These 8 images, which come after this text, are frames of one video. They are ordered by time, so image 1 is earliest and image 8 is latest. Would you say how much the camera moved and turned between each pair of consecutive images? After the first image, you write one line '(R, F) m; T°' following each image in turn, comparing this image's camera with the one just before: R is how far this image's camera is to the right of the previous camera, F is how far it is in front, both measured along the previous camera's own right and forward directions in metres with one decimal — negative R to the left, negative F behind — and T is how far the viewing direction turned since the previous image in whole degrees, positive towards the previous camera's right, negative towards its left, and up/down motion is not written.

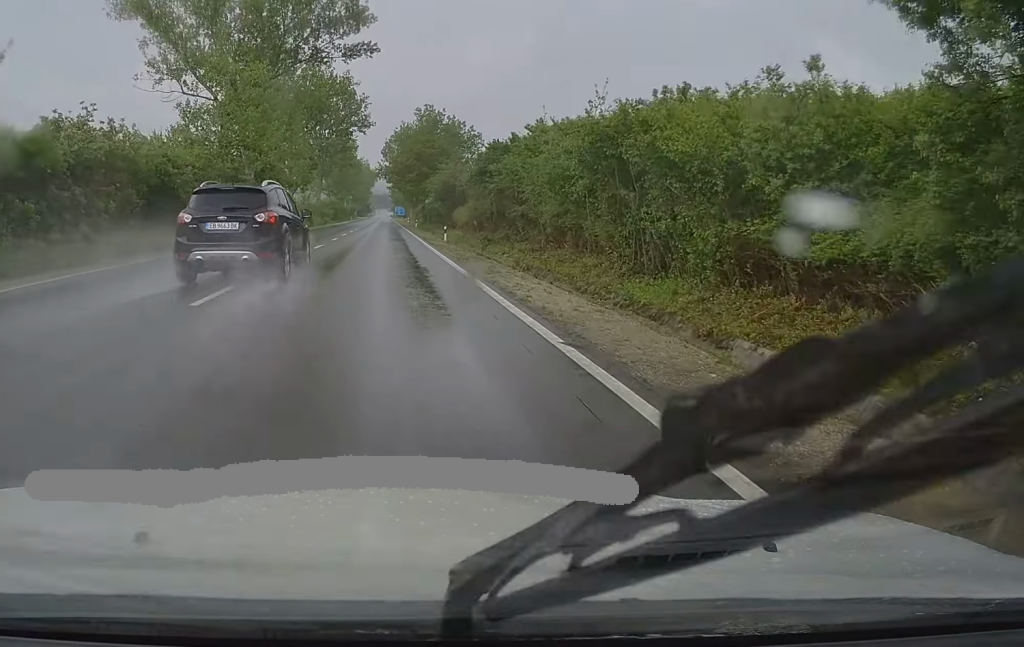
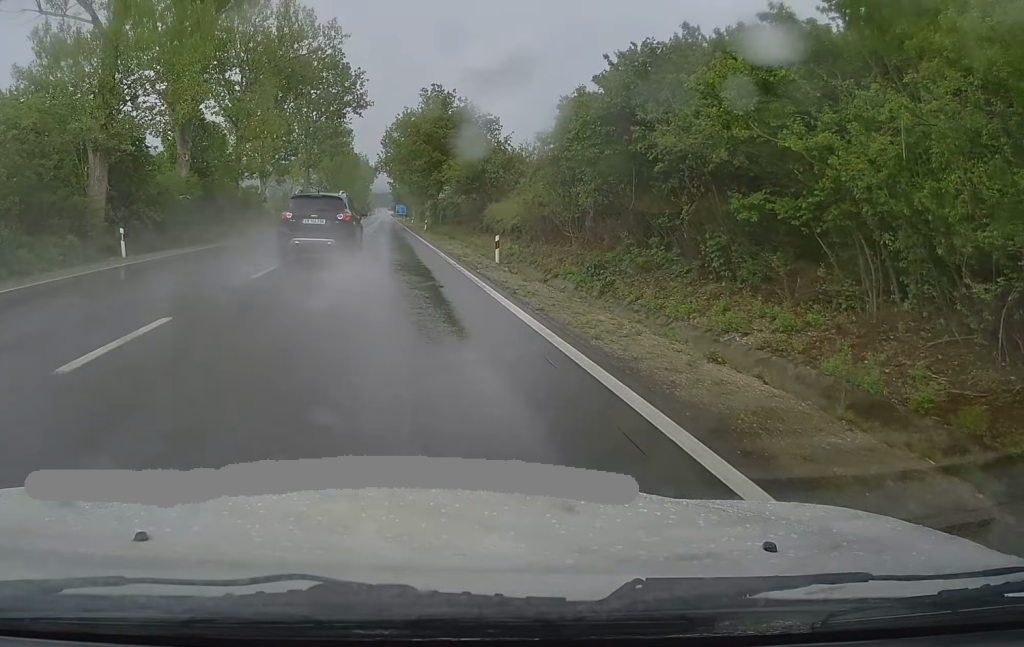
(+0.3, +22.2) m; +2°
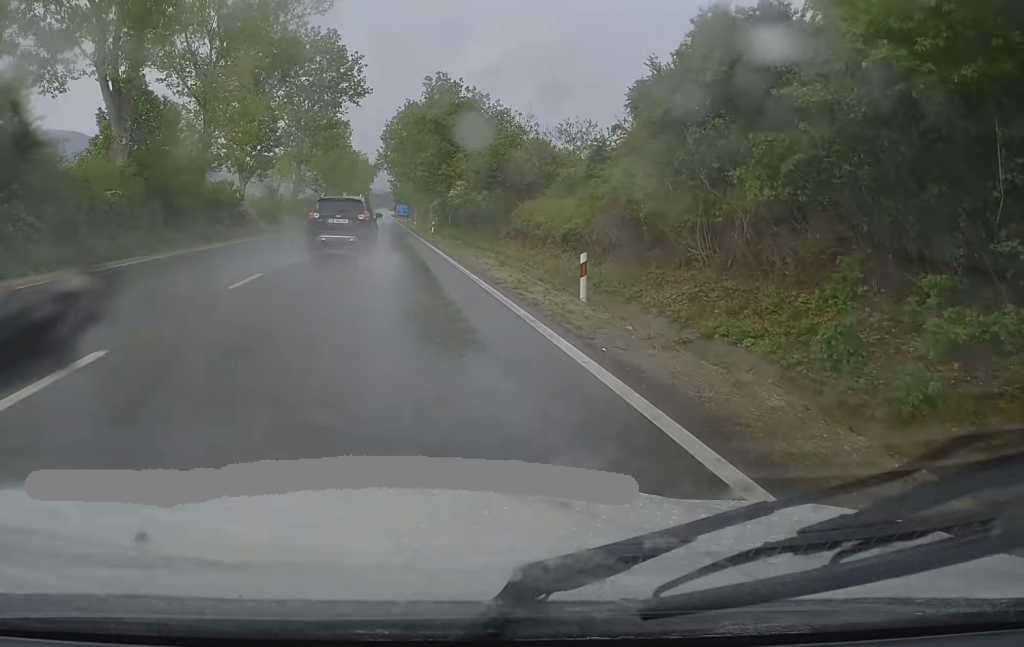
(+0.2, +11.2) m; 0°
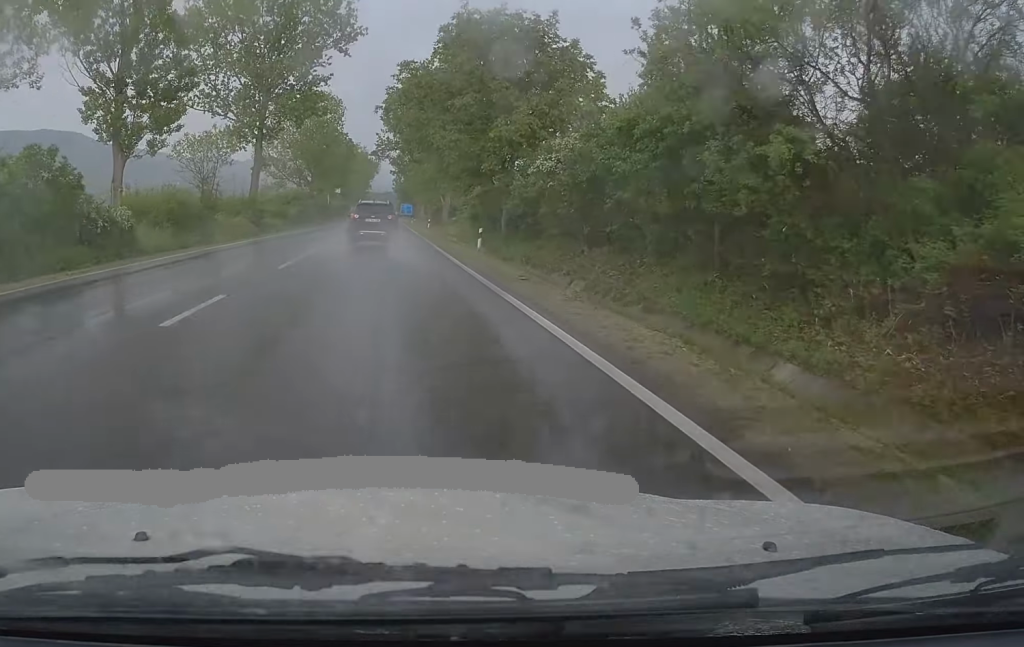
(-0.1, +31.1) m; -1°
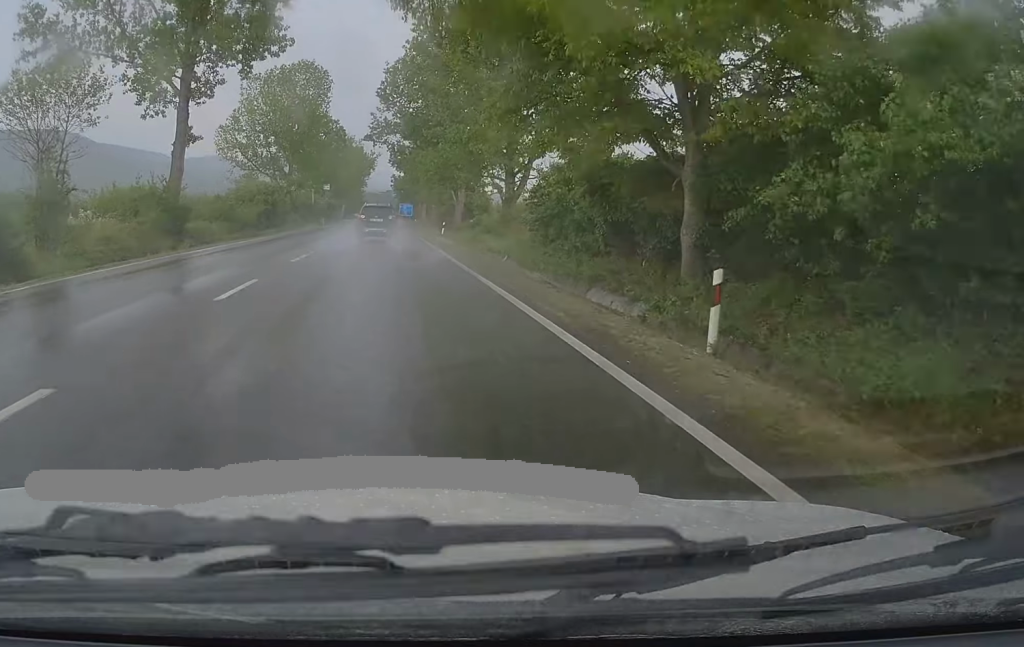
(-0.1, +24.2) m; 0°
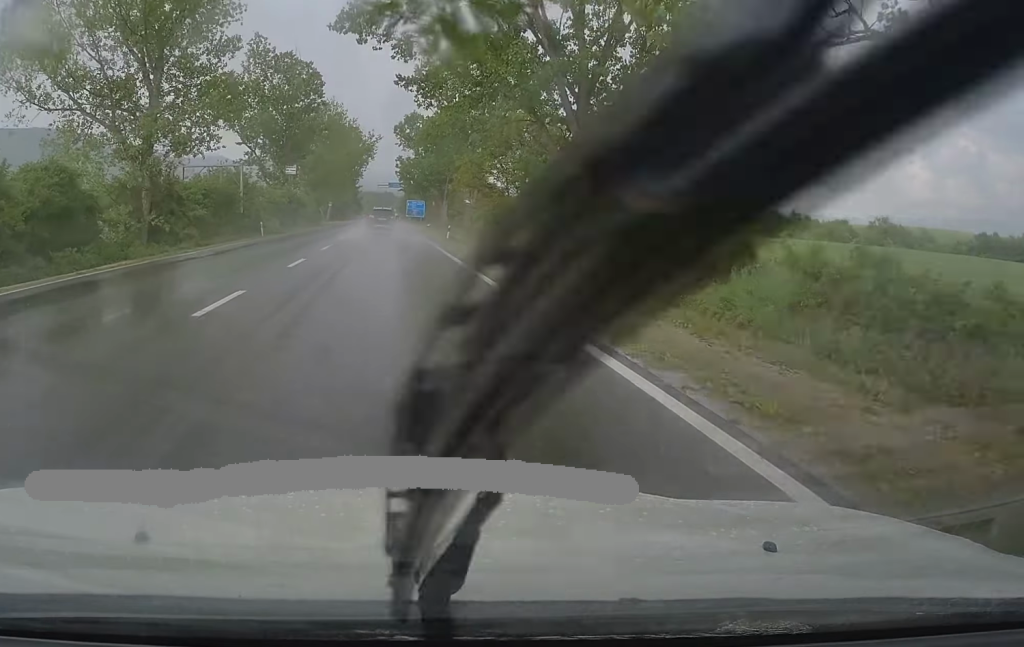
(+0.1, +55.4) m; 0°
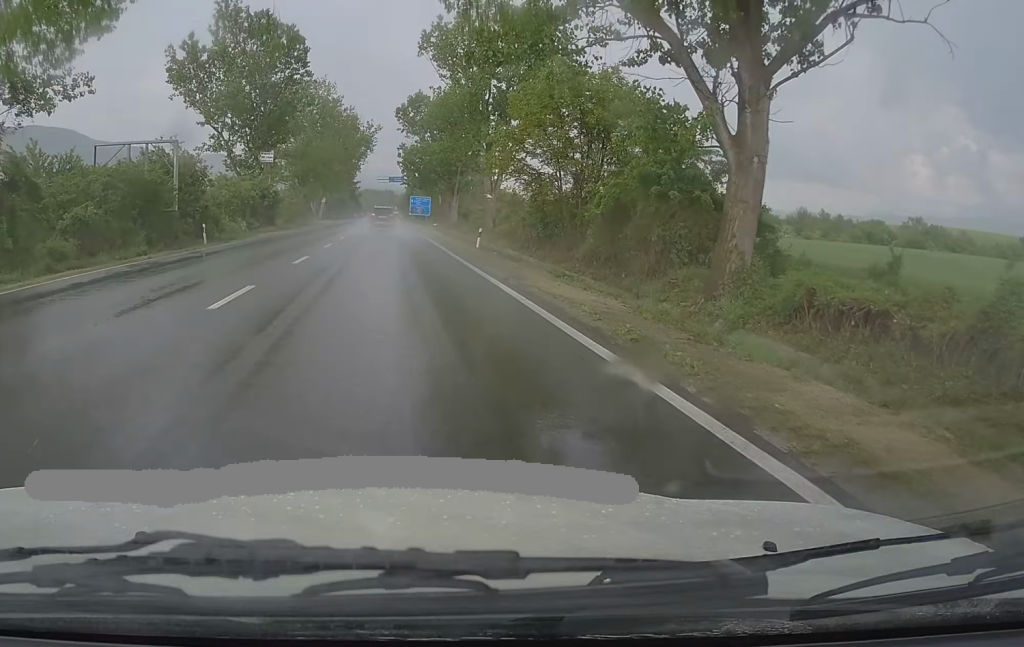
(0.0, +17.2) m; 0°
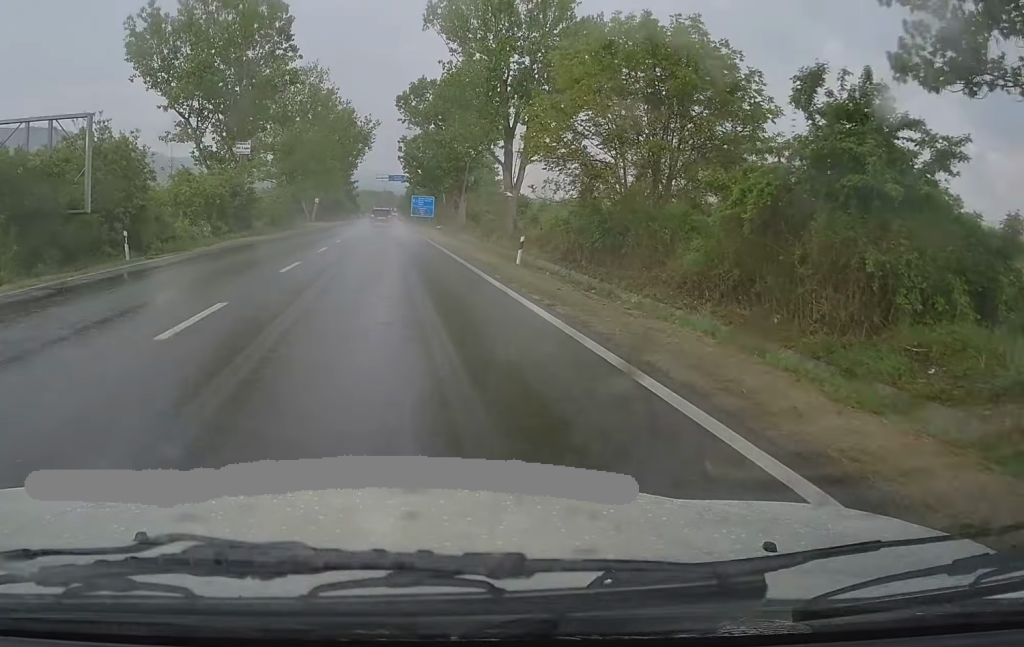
(0.0, +11.2) m; 0°
